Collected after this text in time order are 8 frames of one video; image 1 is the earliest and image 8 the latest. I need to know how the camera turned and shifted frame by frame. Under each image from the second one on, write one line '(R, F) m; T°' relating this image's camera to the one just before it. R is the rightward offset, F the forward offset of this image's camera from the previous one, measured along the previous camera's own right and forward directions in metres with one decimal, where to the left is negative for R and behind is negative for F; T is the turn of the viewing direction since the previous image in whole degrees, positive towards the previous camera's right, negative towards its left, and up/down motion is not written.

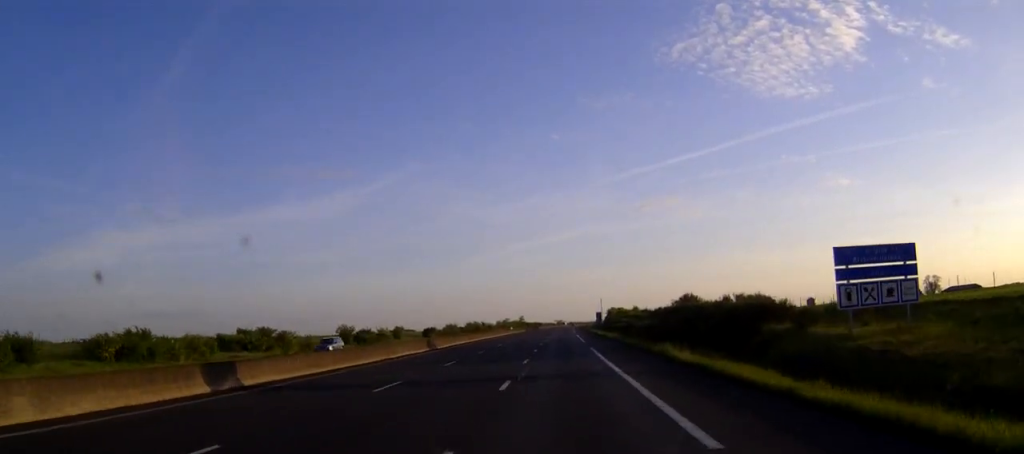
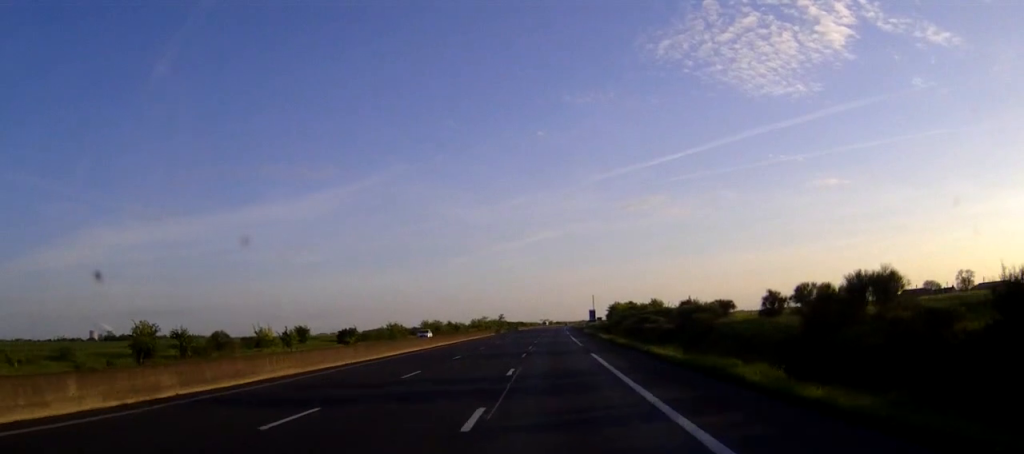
(+0.6, +60.2) m; +1°
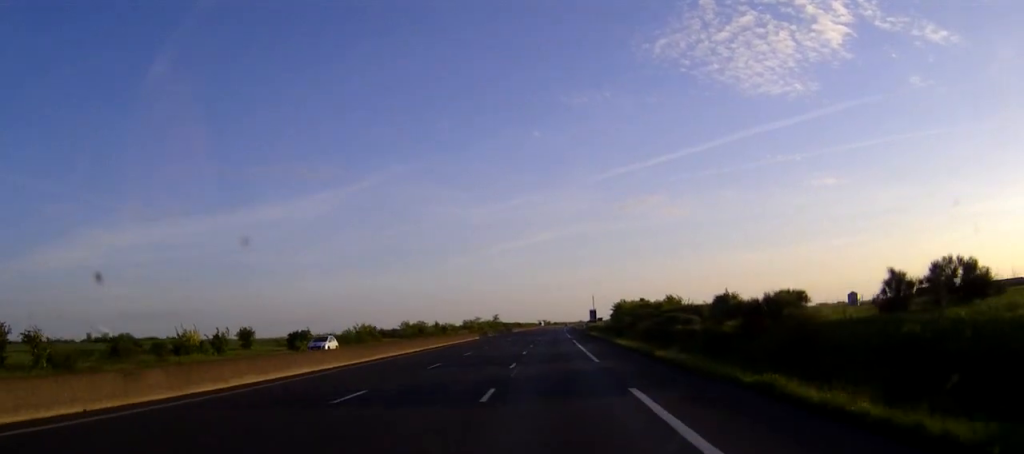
(0.0, +21.3) m; 0°
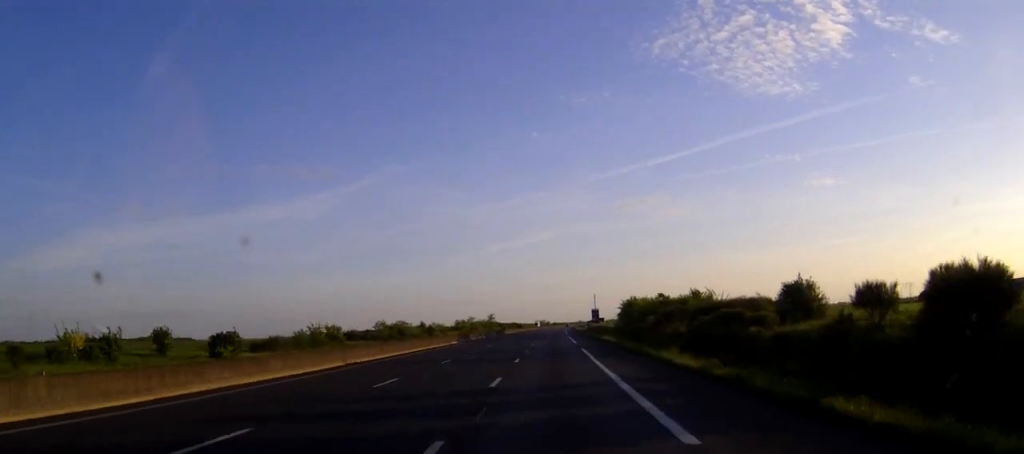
(0.0, +22.1) m; 0°
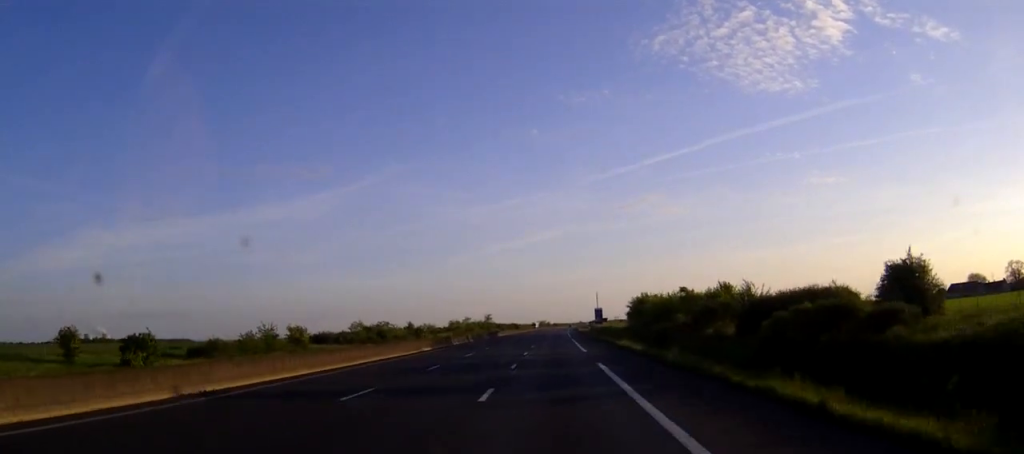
(0.0, +16.8) m; 0°
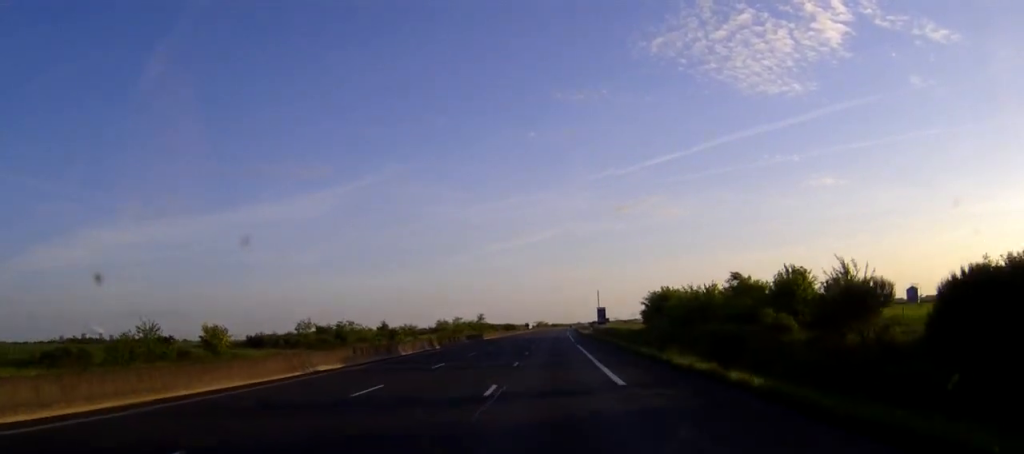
(0.0, +24.8) m; 0°
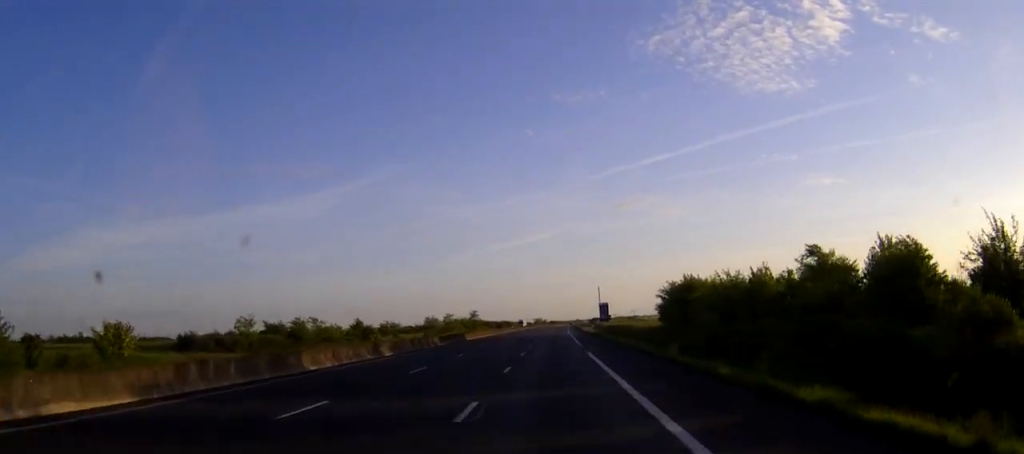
(0.0, +18.6) m; 0°
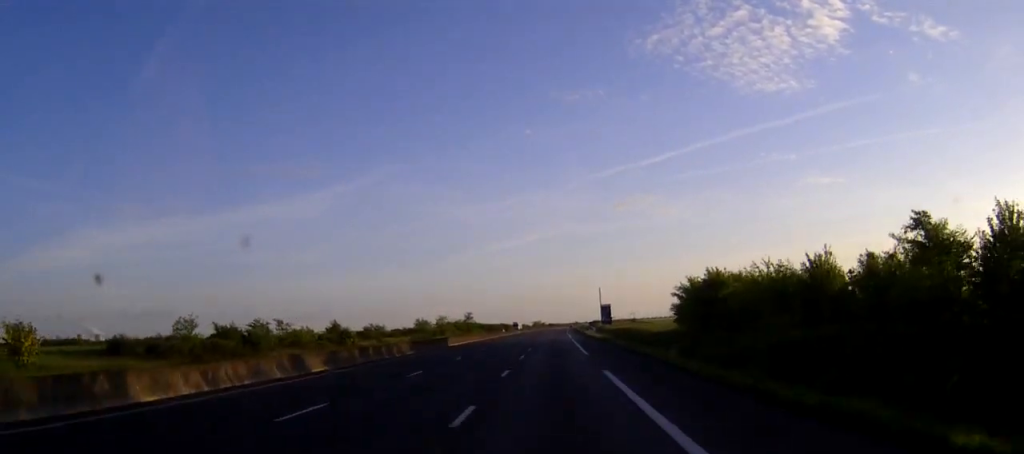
(0.0, +13.3) m; 0°
